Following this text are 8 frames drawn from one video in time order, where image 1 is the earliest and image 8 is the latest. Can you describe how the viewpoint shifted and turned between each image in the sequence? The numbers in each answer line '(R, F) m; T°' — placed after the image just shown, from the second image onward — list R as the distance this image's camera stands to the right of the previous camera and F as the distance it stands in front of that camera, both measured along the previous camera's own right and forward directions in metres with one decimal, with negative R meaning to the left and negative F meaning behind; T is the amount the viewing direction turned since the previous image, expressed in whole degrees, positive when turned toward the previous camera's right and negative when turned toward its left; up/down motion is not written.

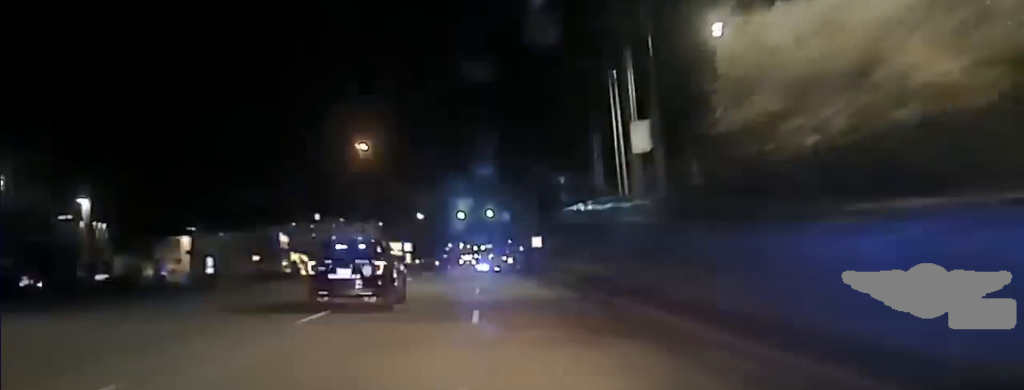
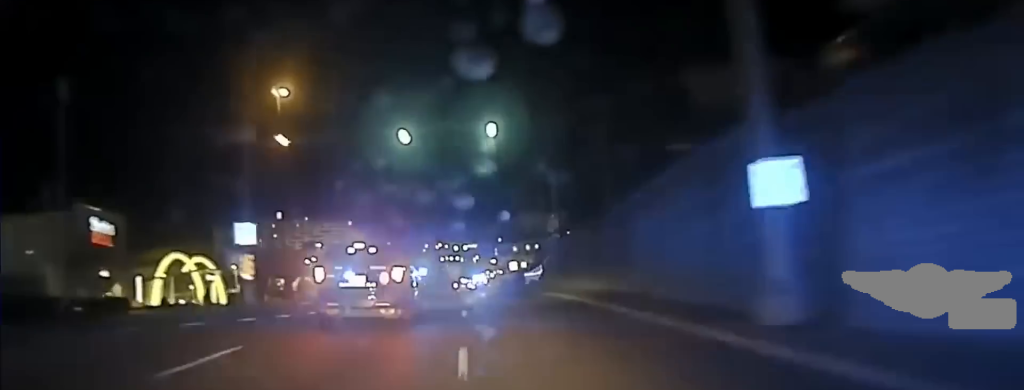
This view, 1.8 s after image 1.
(+0.3, +68.2) m; +1°
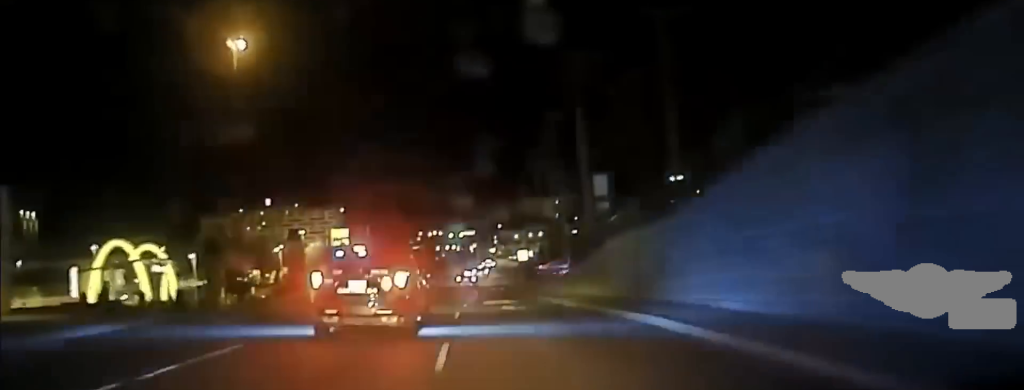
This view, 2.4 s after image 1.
(+0.2, +24.3) m; +1°
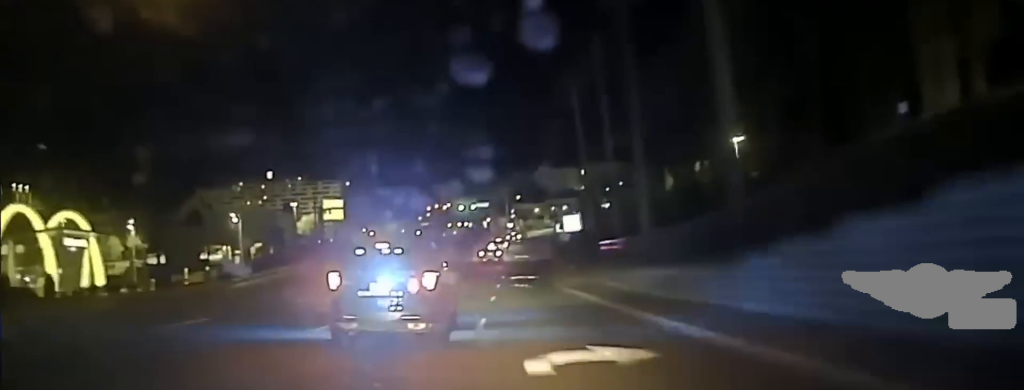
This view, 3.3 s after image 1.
(+0.2, +30.6) m; 0°
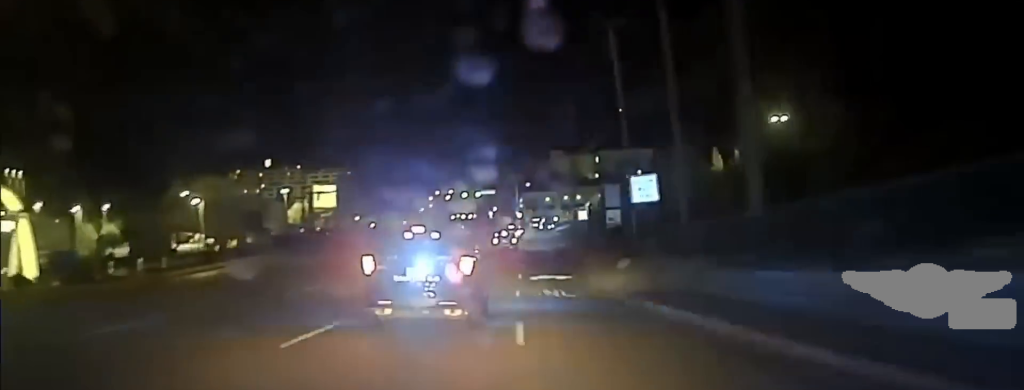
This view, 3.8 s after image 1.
(-0.1, +16.4) m; 0°
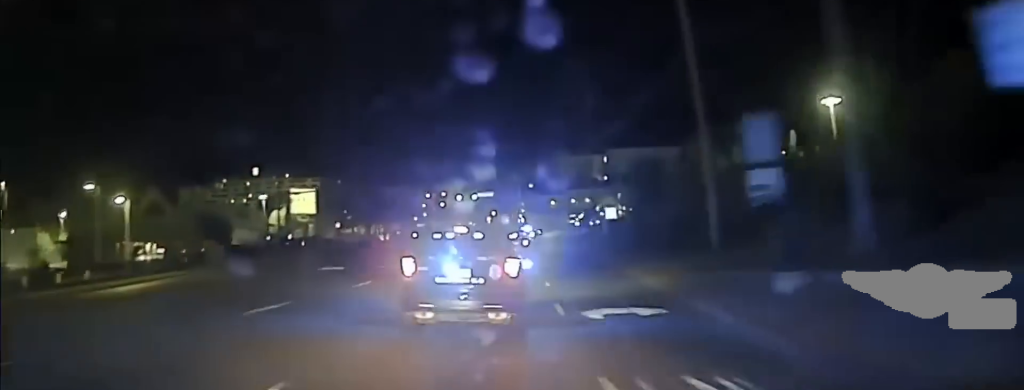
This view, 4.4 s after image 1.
(-0.1, +19.5) m; 0°
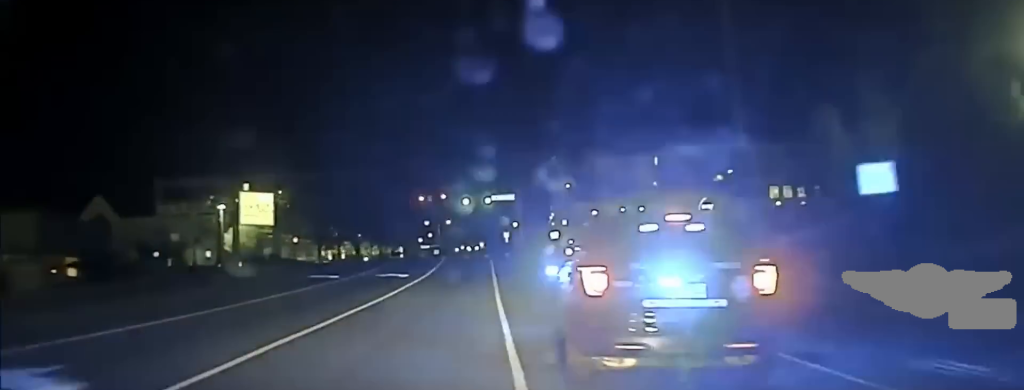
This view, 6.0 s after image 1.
(+0.1, +43.4) m; -1°
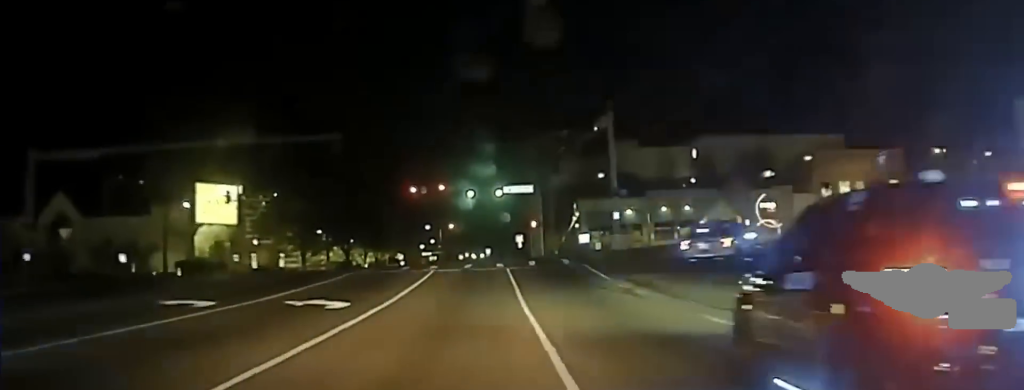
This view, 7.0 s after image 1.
(-0.7, +21.3) m; 0°
